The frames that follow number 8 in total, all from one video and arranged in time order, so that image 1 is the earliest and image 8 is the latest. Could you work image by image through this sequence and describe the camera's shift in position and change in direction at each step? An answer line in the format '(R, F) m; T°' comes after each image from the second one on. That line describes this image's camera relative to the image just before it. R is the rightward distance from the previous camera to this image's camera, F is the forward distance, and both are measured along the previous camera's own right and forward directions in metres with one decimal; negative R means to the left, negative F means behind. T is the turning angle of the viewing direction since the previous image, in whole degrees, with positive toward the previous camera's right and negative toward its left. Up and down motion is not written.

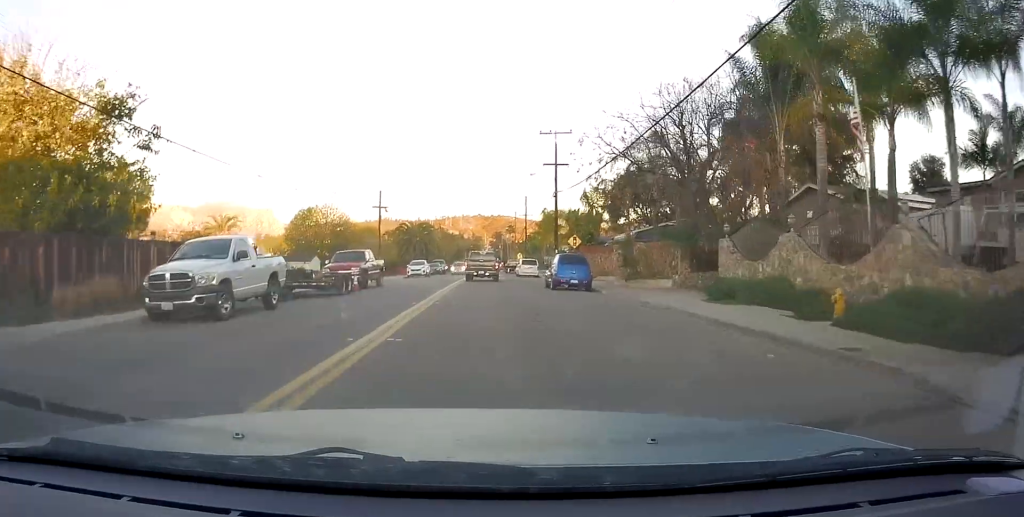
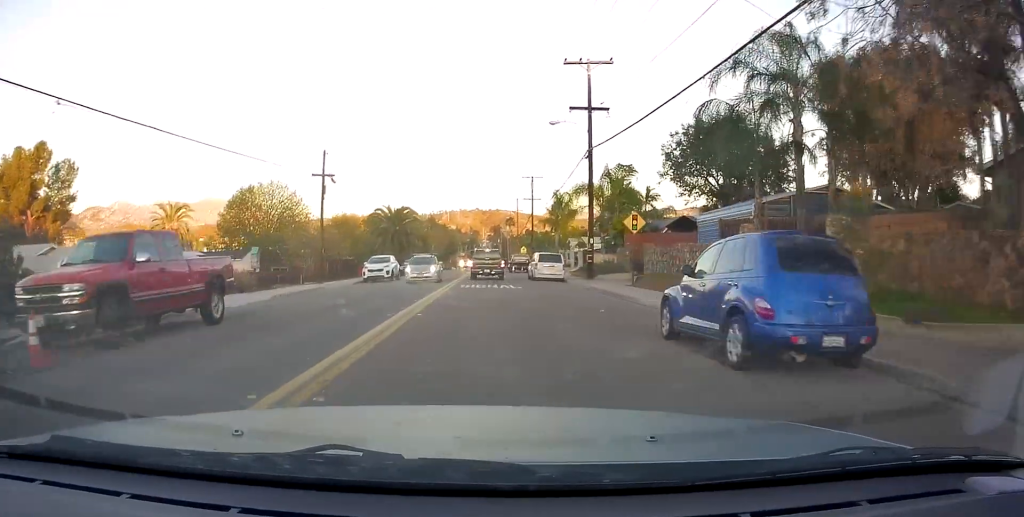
(-0.2, +18.9) m; 0°
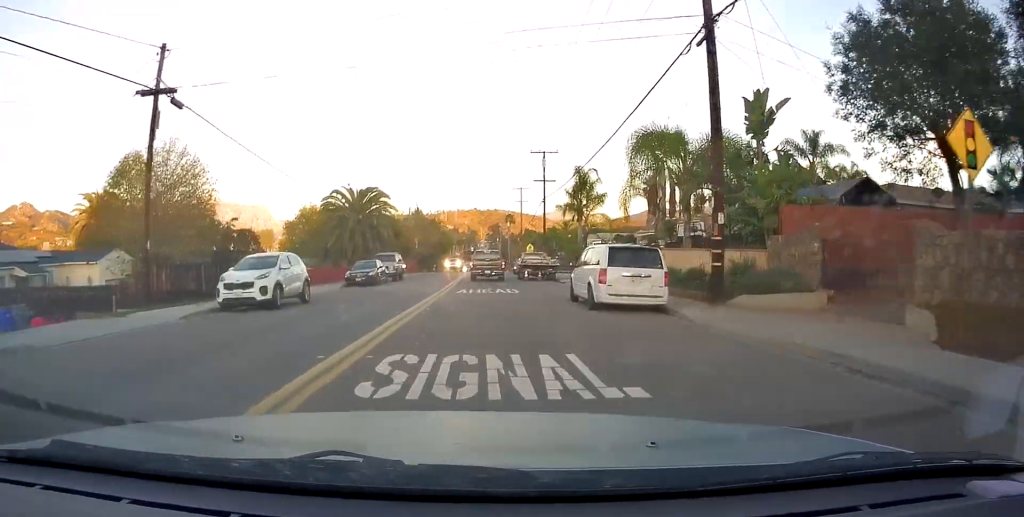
(+0.4, +20.1) m; +1°
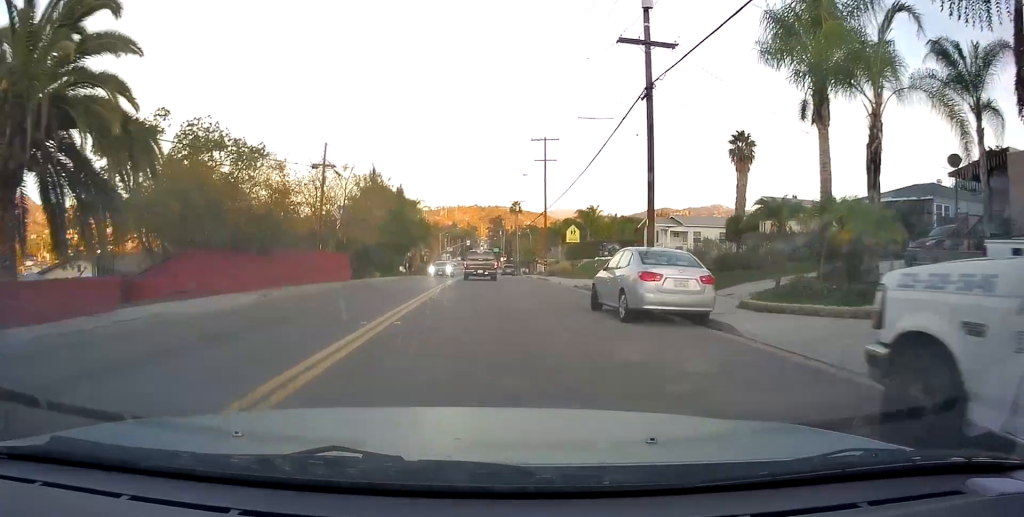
(+0.1, +42.1) m; 0°
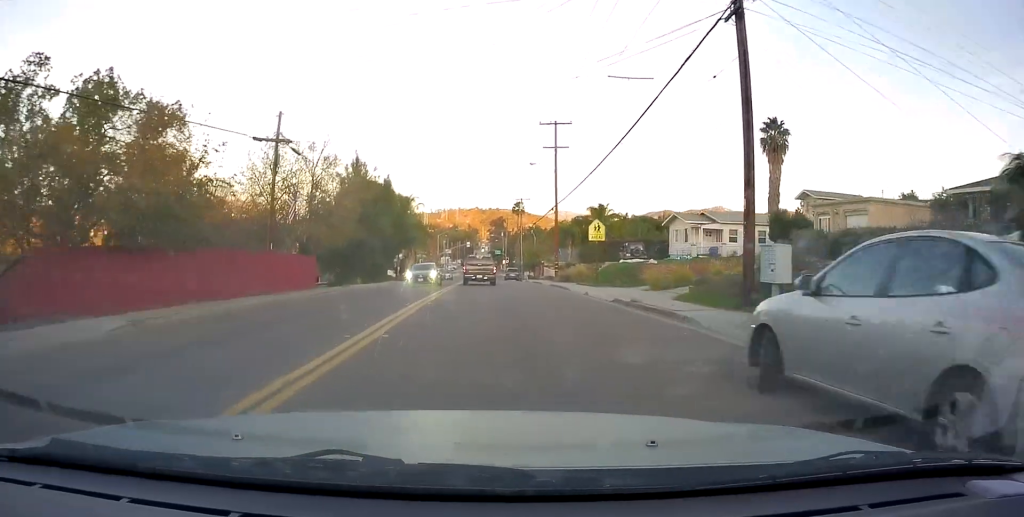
(-0.2, +9.0) m; 0°
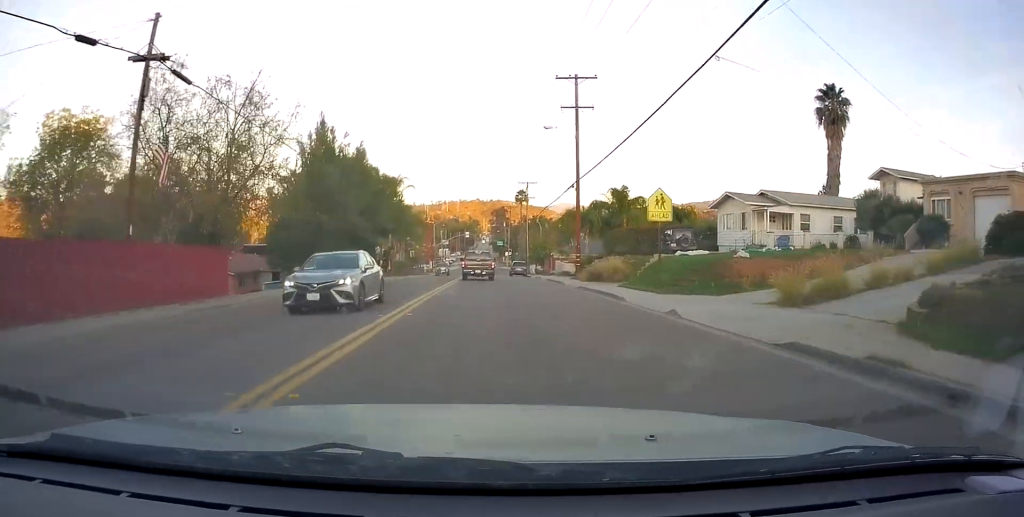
(0.0, +12.5) m; 0°
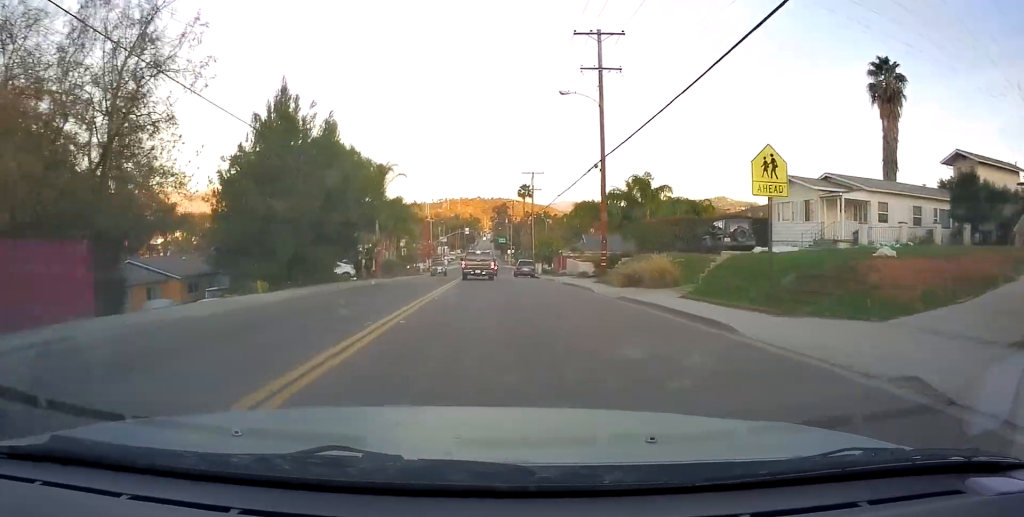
(+0.2, +8.9) m; 0°
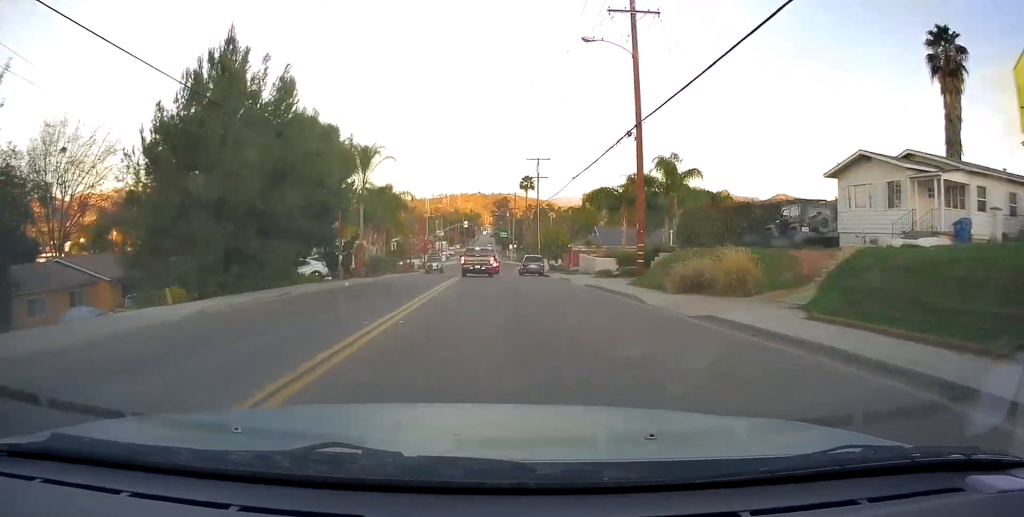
(-0.1, +8.0) m; -1°
